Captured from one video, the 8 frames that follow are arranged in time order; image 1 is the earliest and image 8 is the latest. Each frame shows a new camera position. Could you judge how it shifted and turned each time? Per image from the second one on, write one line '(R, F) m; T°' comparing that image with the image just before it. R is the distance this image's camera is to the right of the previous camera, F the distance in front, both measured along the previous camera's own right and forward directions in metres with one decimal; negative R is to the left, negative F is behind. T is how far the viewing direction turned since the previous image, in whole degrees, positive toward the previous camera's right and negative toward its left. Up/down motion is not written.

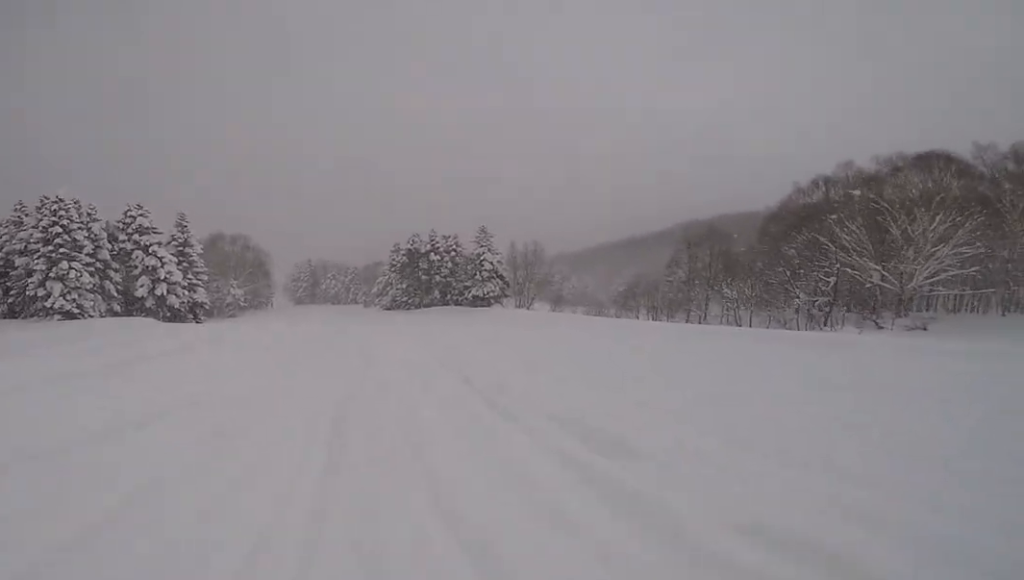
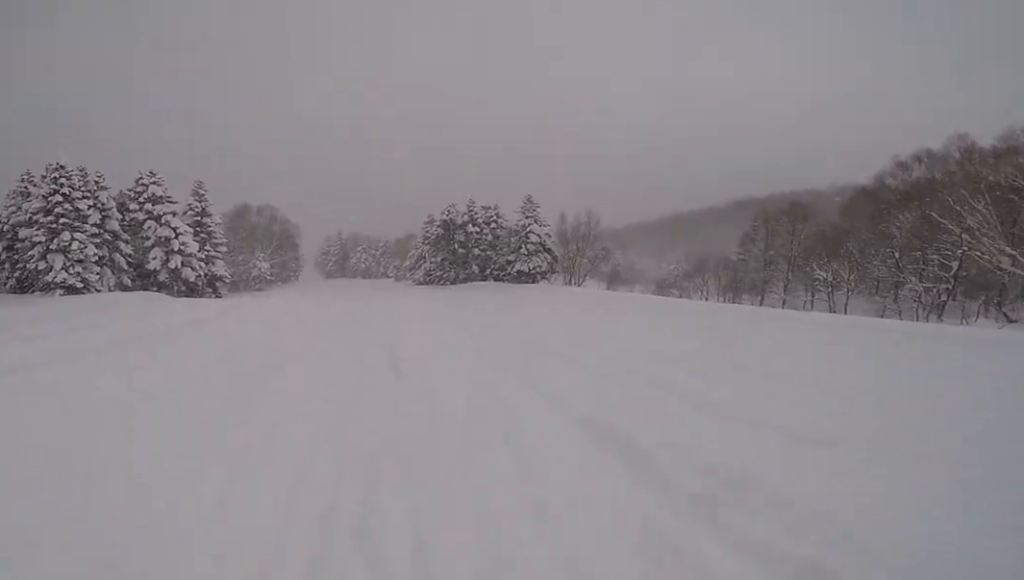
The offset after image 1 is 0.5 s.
(+0.3, +4.7) m; +1°
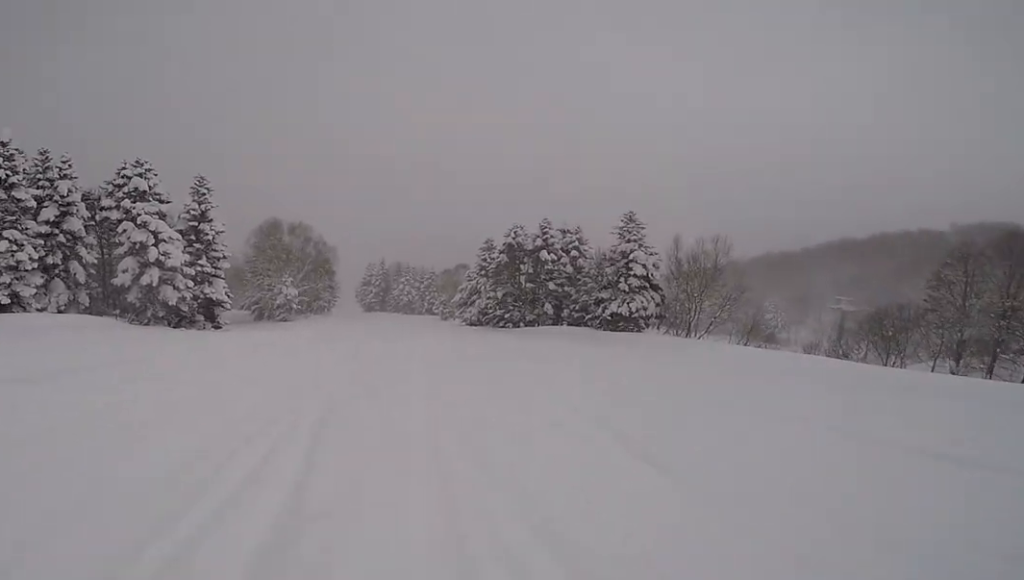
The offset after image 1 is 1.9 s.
(-0.1, +12.6) m; -4°
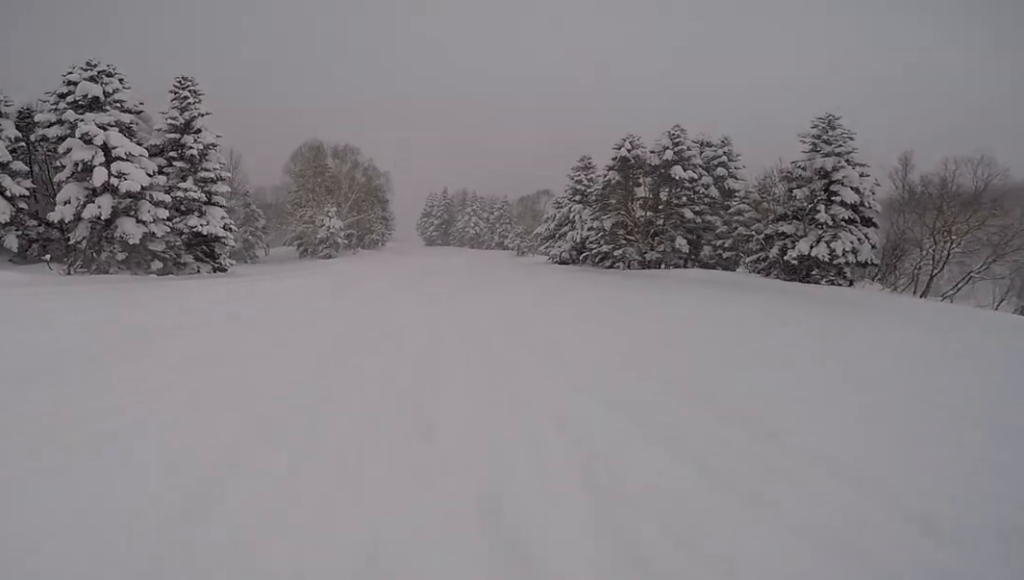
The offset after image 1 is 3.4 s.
(-0.4, +12.1) m; -4°
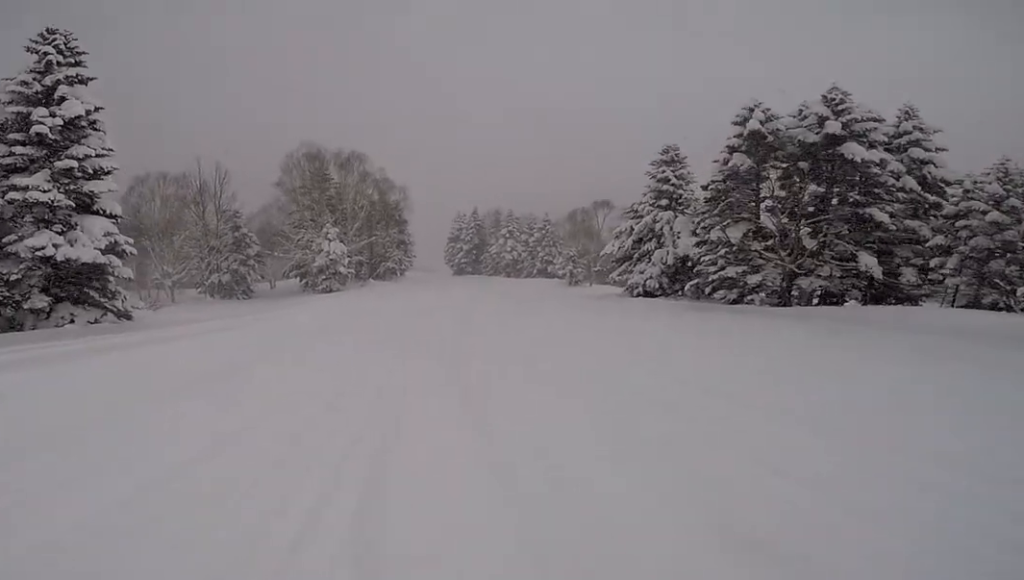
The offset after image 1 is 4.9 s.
(0.0, +12.5) m; -4°
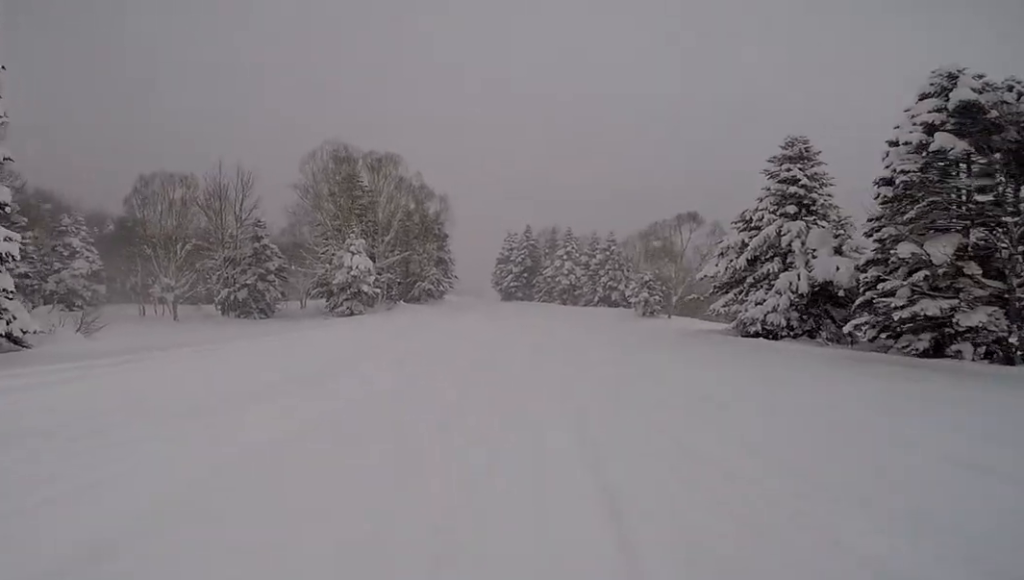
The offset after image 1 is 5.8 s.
(-0.7, +7.4) m; +2°
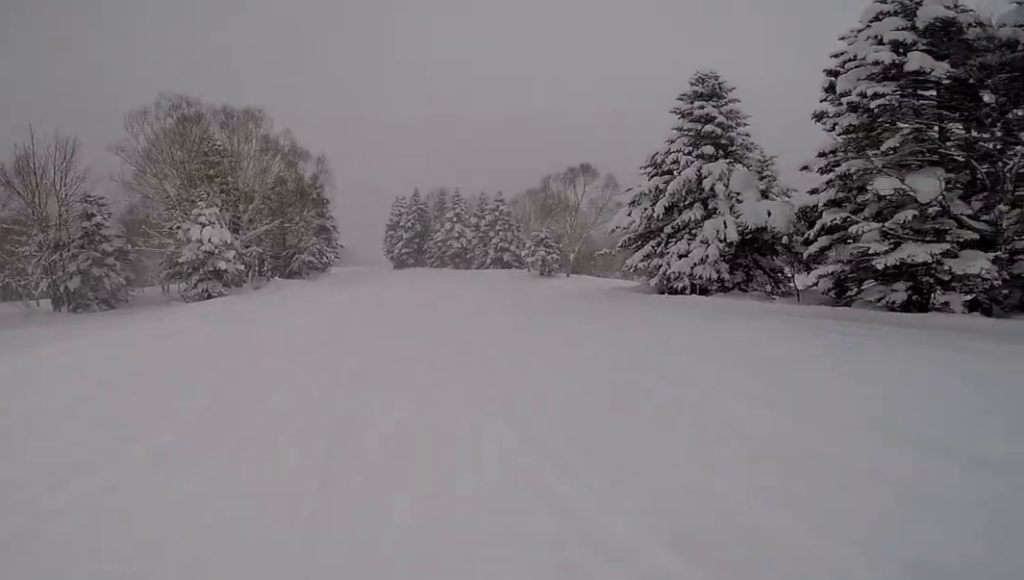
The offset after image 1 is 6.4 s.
(+0.1, +5.1) m; +2°
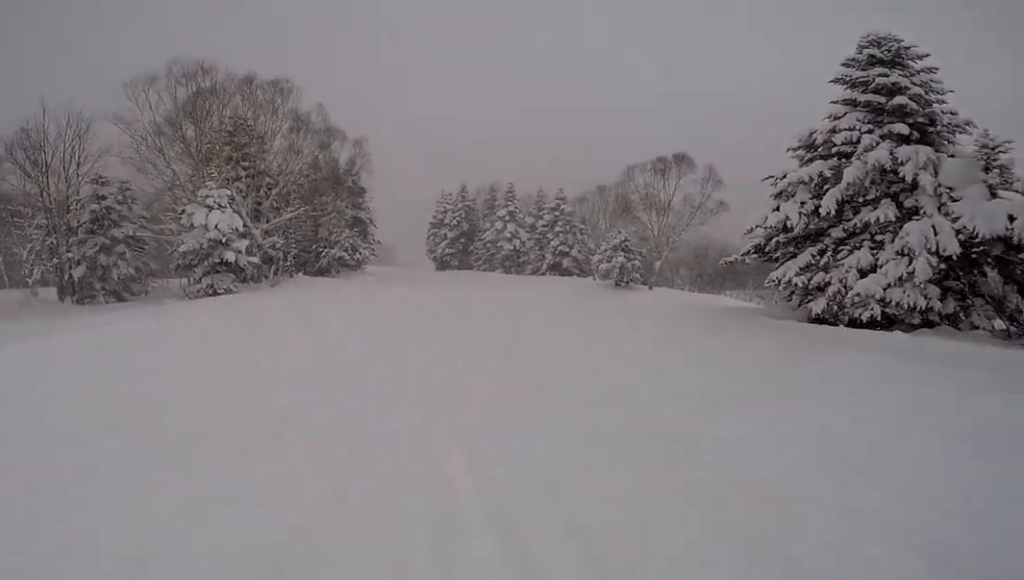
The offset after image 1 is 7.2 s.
(+1.3, +5.7) m; 0°
